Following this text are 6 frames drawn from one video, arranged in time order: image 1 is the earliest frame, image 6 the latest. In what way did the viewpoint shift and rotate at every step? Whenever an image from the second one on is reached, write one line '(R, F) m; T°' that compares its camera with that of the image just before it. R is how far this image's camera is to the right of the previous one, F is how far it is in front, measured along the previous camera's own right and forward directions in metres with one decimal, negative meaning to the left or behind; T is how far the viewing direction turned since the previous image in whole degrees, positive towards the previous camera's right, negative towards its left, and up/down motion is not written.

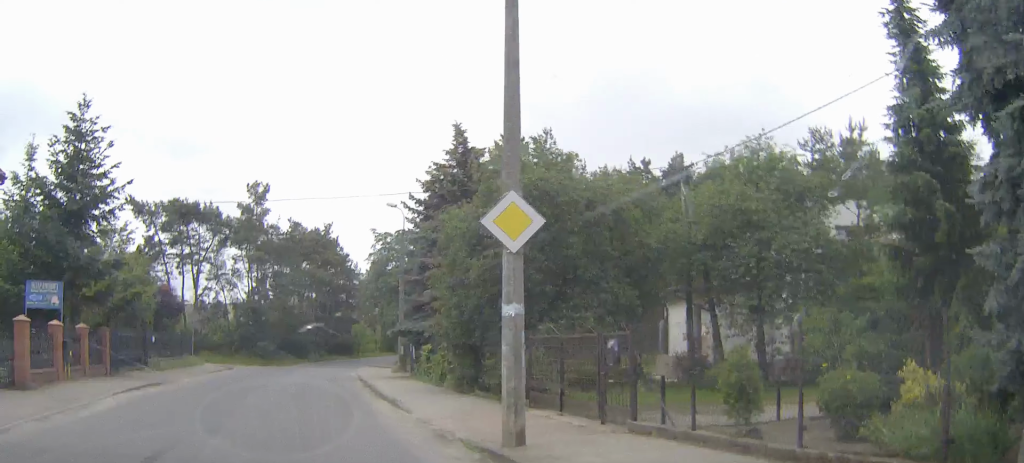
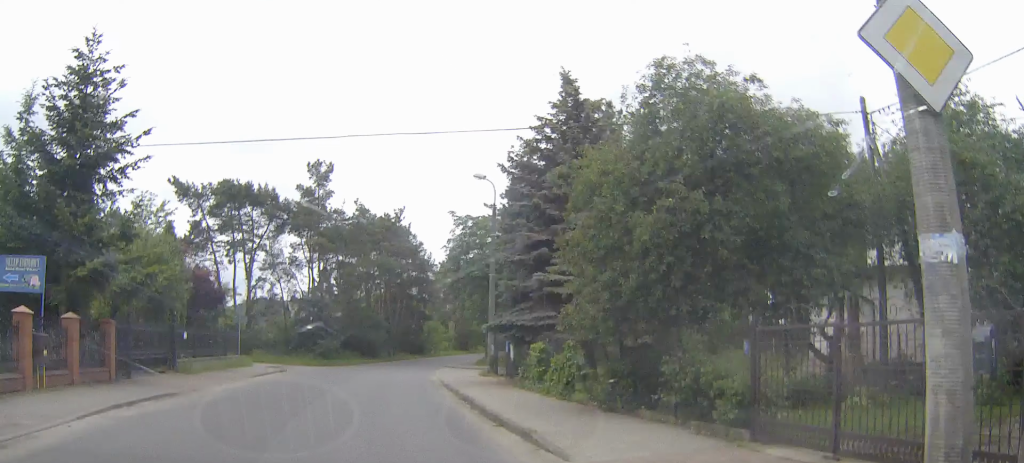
(-0.2, +6.3) m; -3°
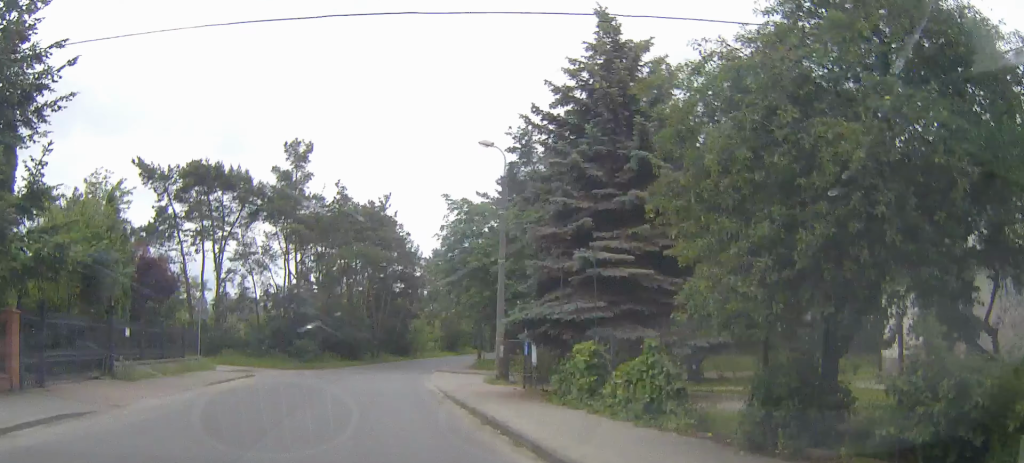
(-0.1, +5.7) m; -1°
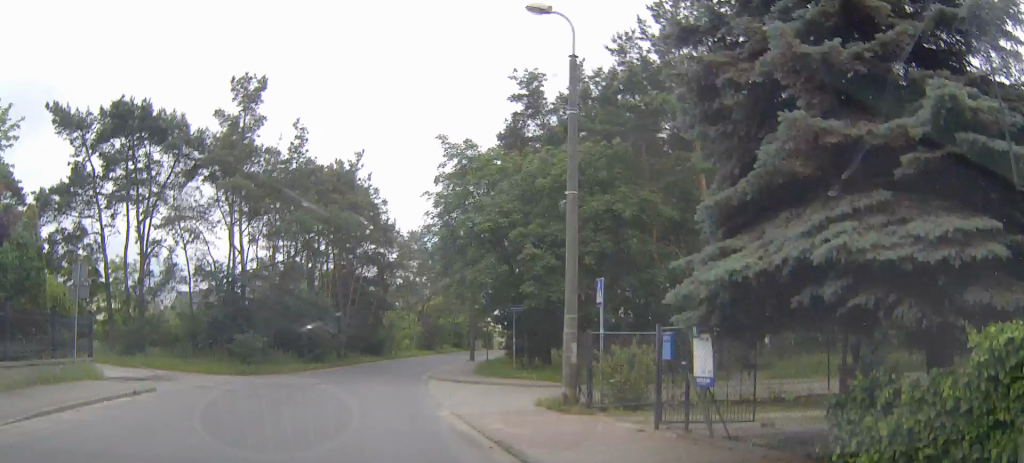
(+0.2, +11.6) m; +2°
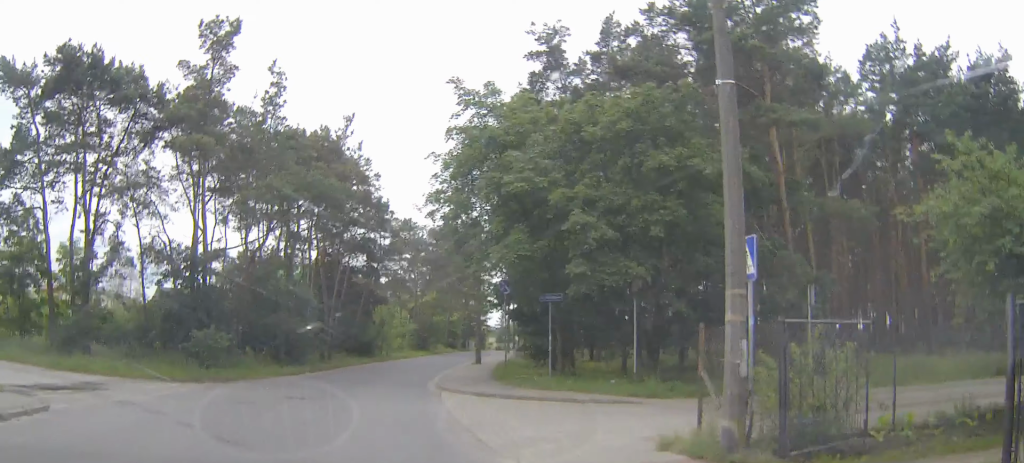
(+0.1, +7.0) m; +1°
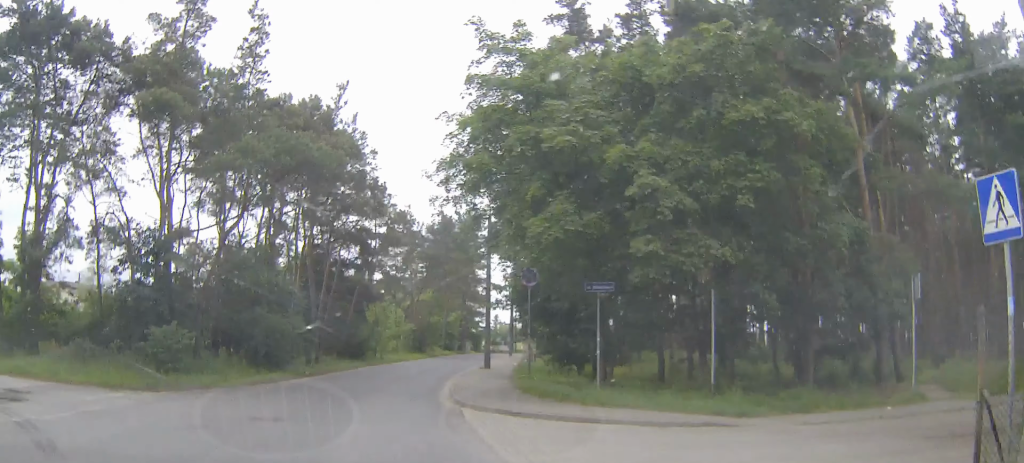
(+0.1, +5.1) m; +1°
